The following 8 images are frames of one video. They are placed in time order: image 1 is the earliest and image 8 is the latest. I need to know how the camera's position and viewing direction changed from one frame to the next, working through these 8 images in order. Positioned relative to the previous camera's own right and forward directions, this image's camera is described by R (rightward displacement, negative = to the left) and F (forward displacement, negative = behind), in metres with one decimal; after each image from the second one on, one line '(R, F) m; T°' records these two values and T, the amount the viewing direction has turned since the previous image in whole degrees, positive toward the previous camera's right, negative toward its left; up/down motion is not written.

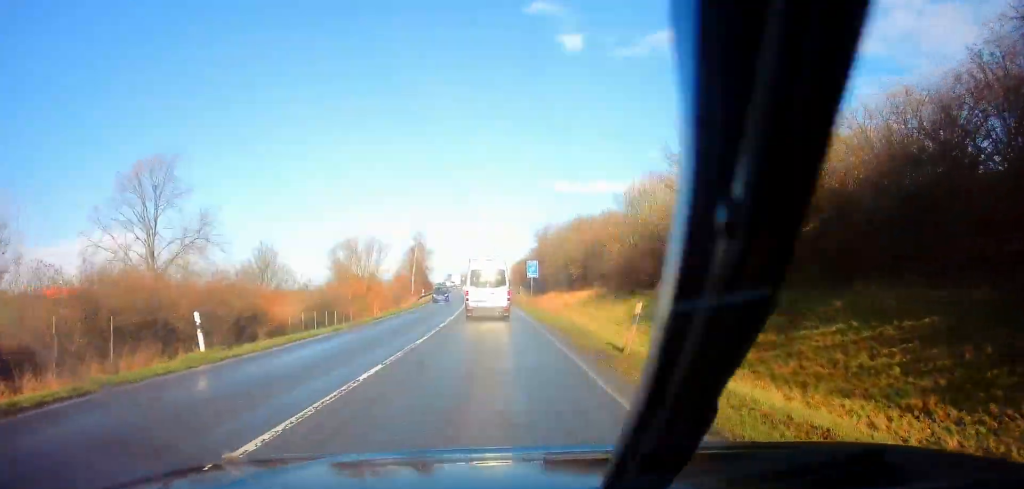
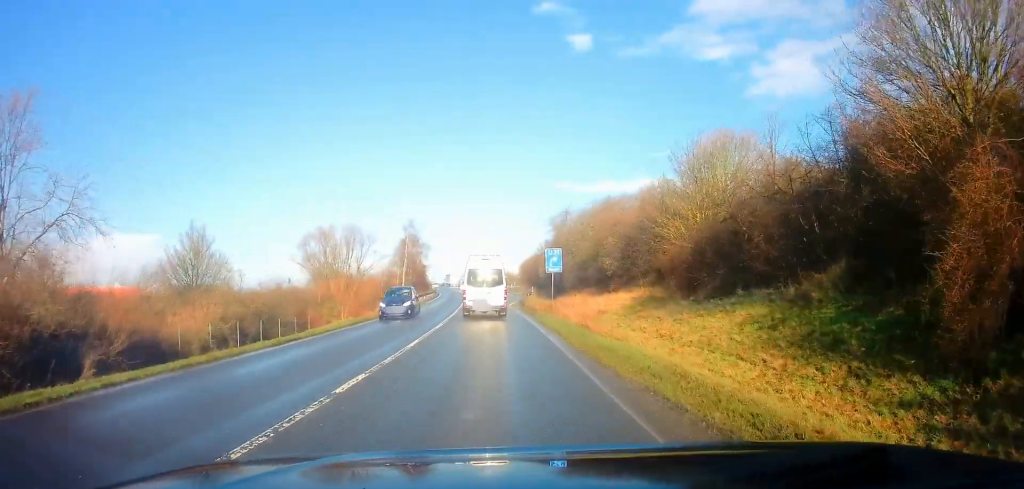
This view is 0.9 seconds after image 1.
(+0.2, +13.3) m; 0°
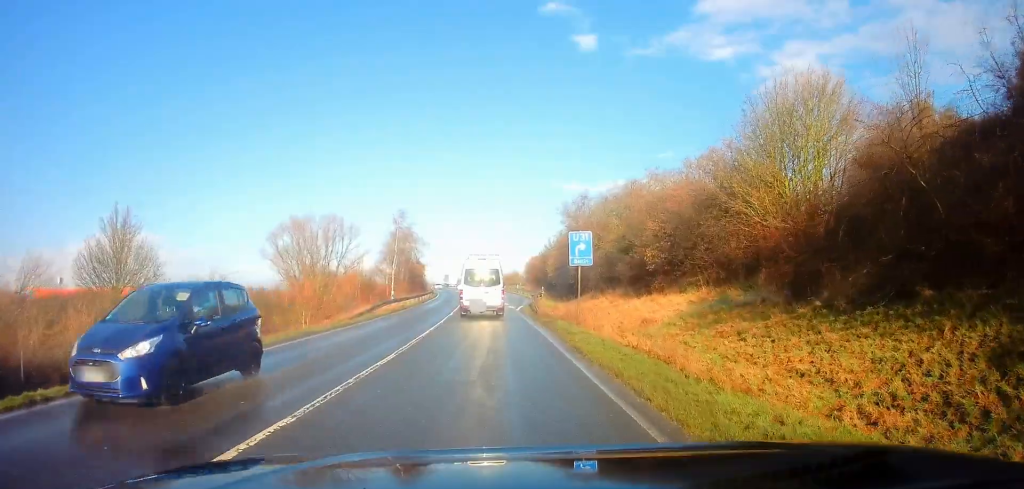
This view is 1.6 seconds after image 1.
(-0.1, +9.2) m; -1°
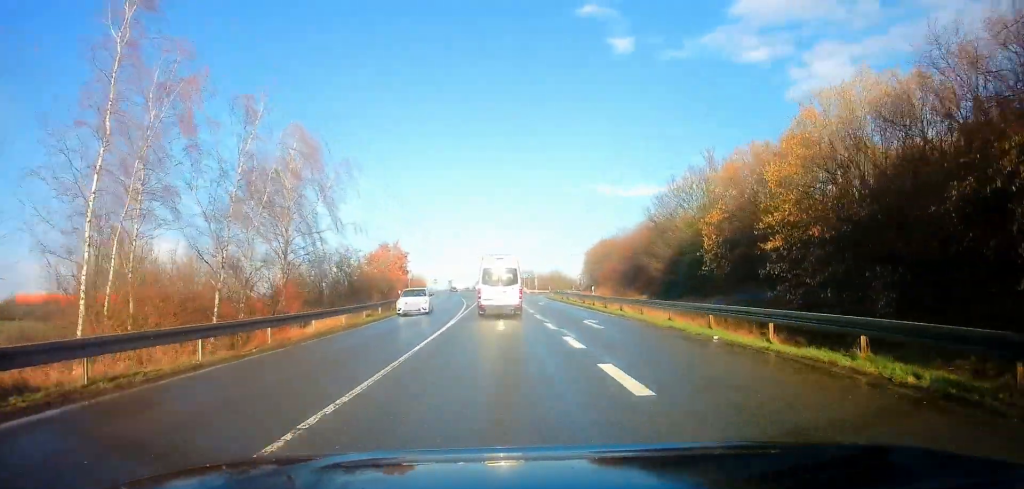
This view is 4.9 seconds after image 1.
(-1.5, +48.7) m; -4°
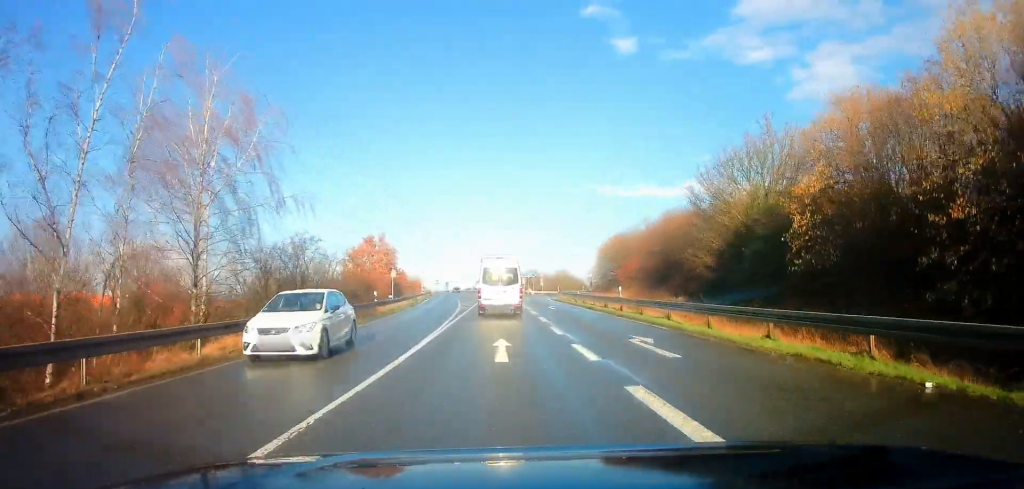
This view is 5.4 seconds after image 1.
(-0.1, +8.1) m; -1°
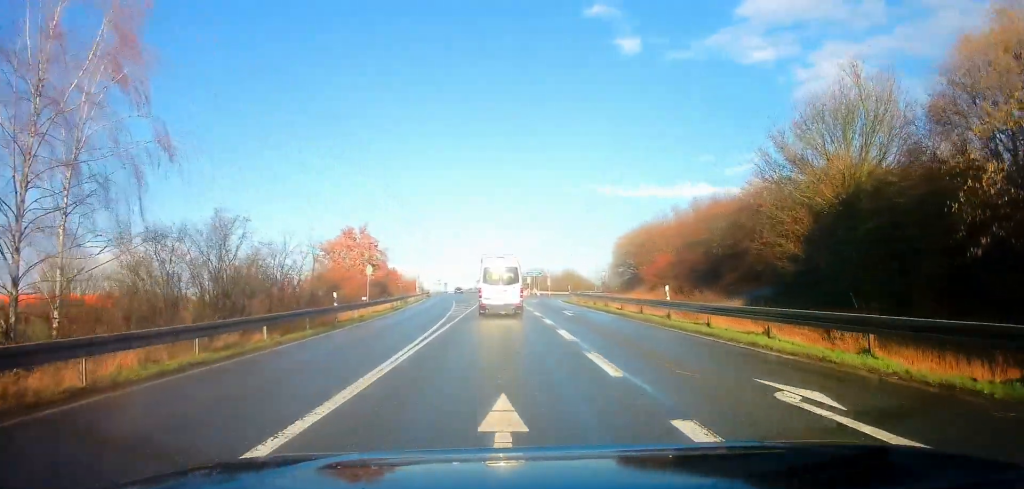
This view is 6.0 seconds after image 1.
(0.0, +8.1) m; -1°
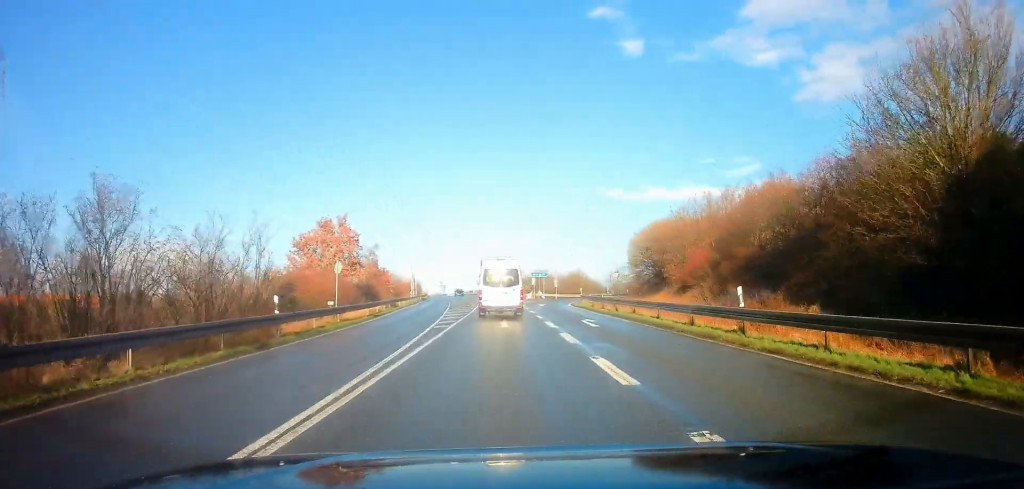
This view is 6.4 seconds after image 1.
(0.0, +6.5) m; 0°
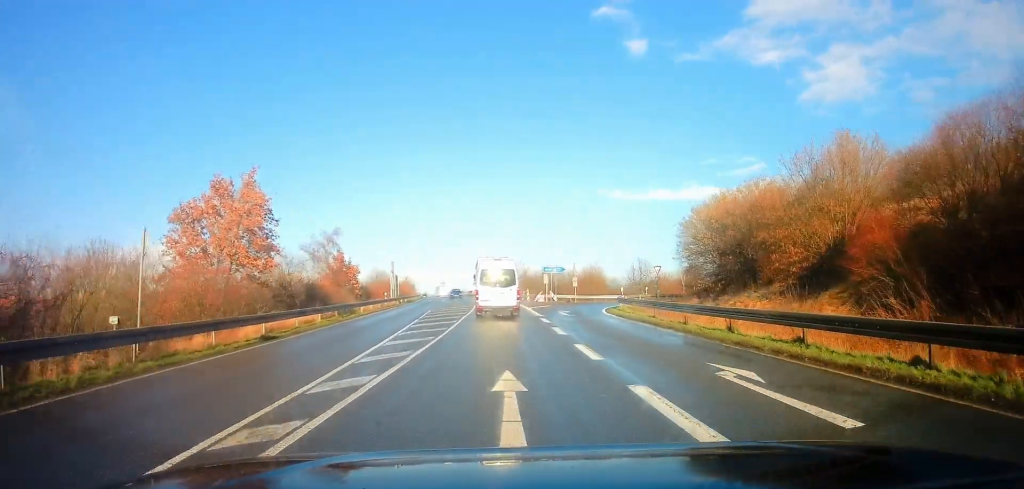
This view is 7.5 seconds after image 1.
(0.0, +15.1) m; +1°
